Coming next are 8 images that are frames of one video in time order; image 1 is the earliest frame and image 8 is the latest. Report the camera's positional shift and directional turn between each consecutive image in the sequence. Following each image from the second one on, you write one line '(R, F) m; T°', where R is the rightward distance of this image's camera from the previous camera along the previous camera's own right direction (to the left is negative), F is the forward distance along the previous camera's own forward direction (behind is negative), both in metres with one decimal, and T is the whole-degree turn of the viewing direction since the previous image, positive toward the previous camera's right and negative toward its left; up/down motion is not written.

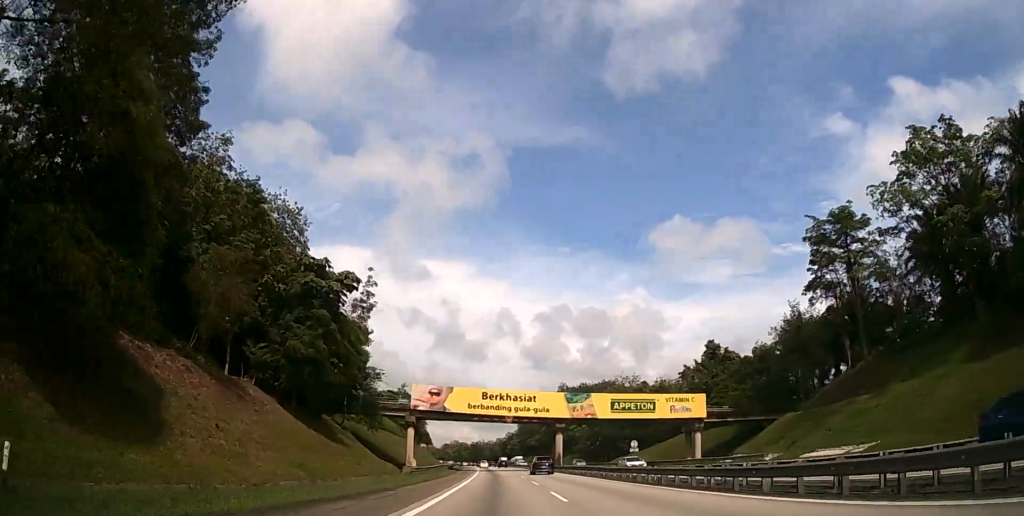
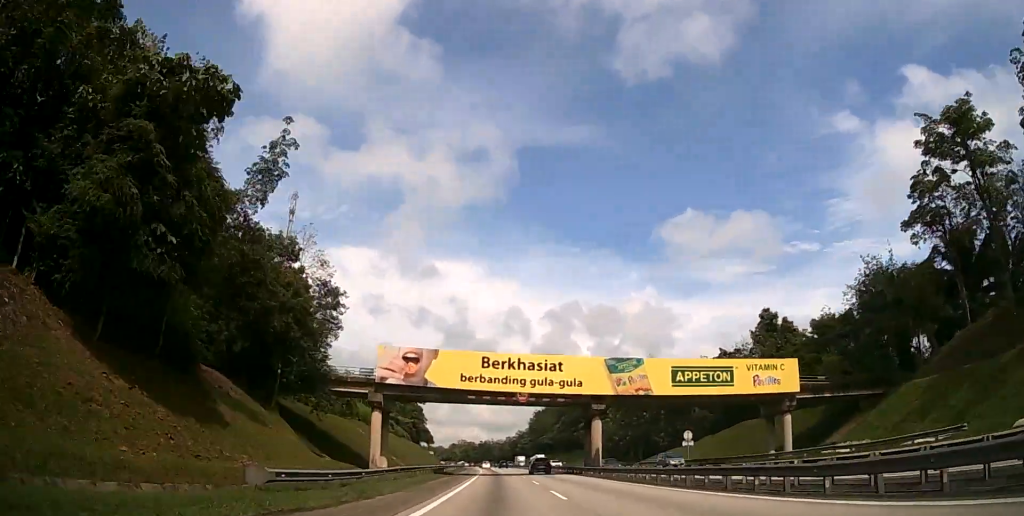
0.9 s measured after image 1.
(-0.2, +23.1) m; -1°
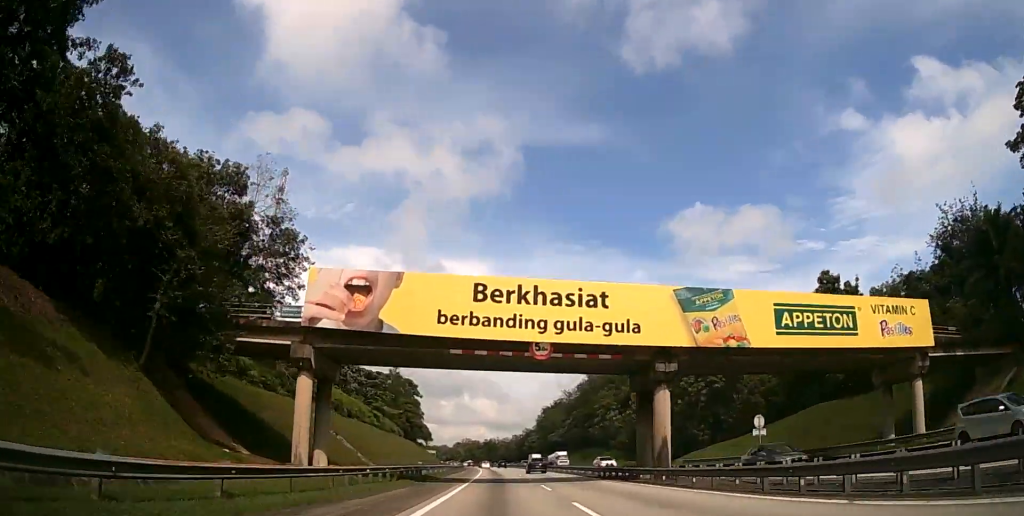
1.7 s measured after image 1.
(-0.1, +18.8) m; -1°
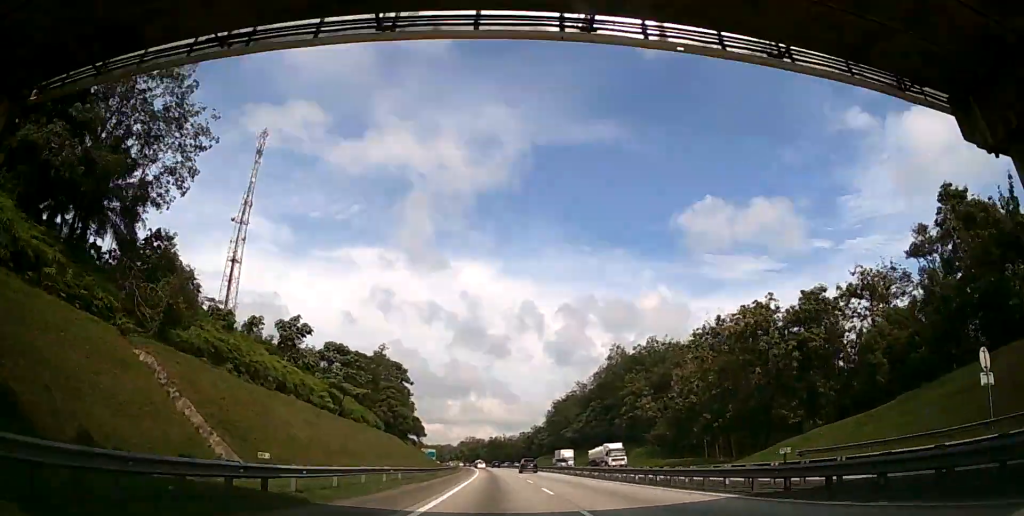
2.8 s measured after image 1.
(-0.2, +27.6) m; -1°
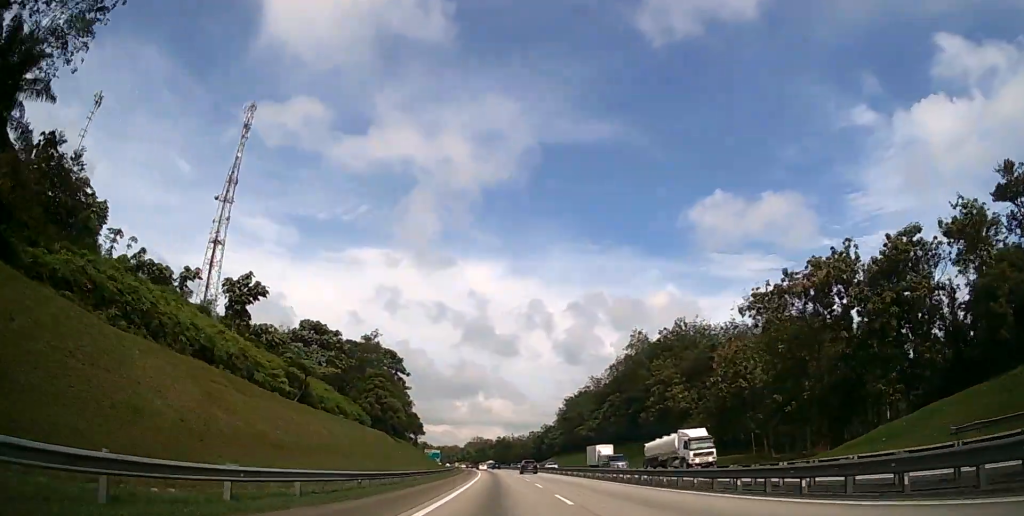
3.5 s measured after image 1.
(0.0, +16.7) m; -1°
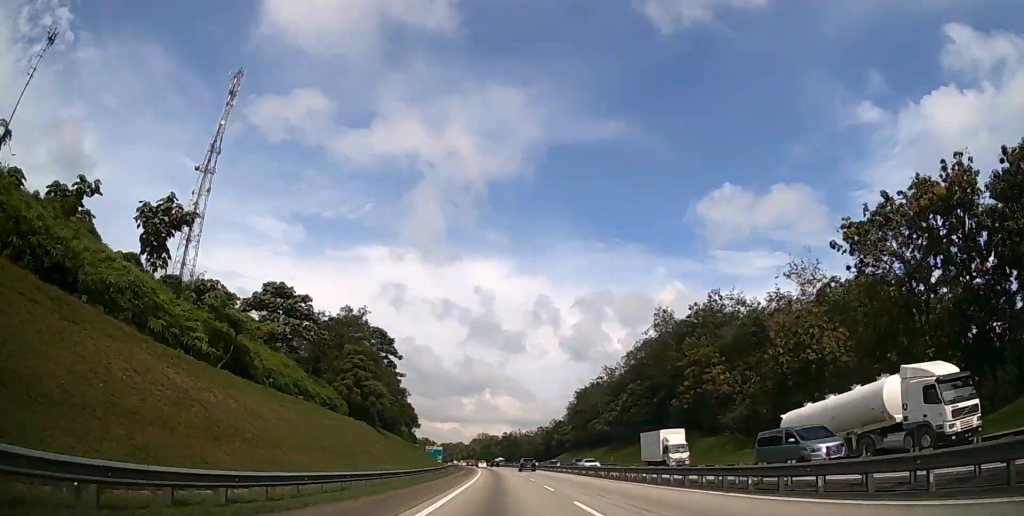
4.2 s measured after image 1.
(-0.2, +16.7) m; -1°
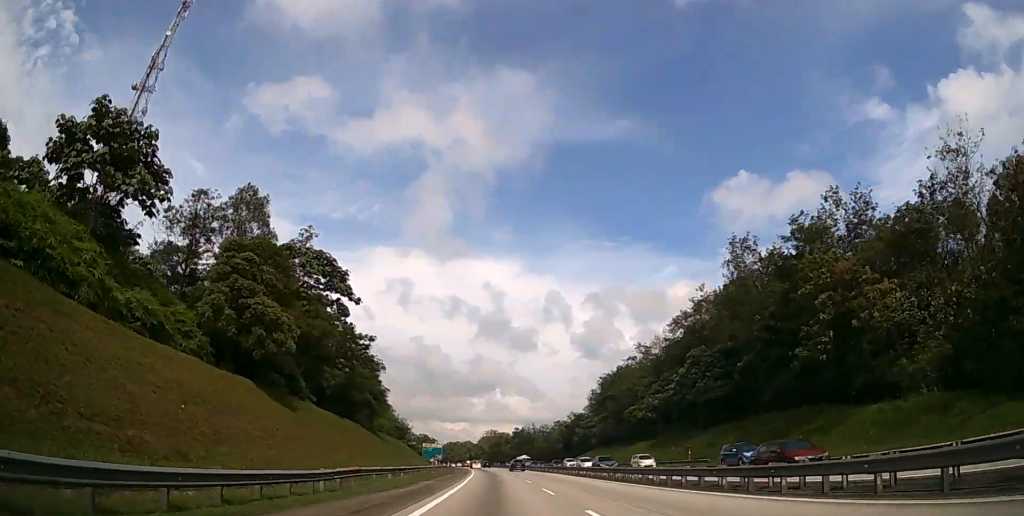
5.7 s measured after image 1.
(-0.5, +38.5) m; -1°
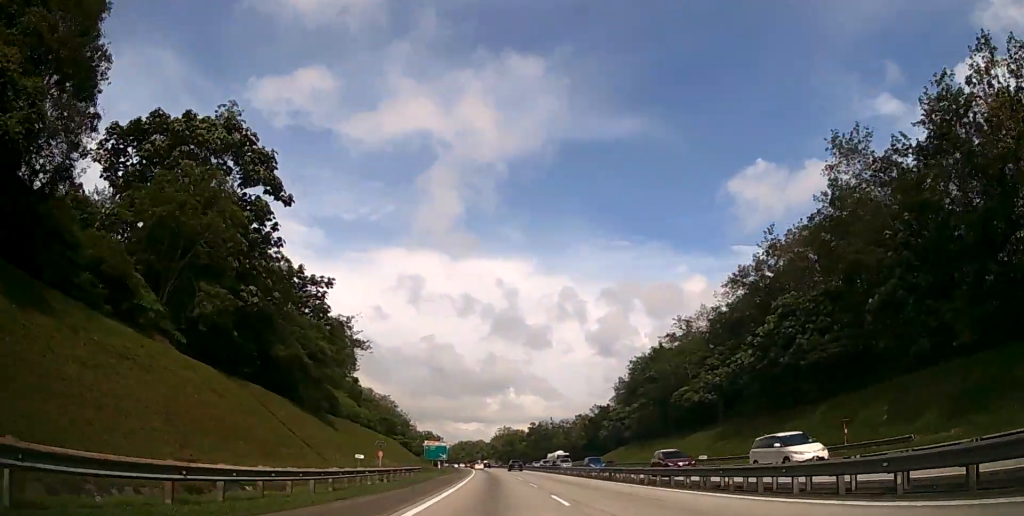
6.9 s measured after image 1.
(-0.3, +28.7) m; -1°
